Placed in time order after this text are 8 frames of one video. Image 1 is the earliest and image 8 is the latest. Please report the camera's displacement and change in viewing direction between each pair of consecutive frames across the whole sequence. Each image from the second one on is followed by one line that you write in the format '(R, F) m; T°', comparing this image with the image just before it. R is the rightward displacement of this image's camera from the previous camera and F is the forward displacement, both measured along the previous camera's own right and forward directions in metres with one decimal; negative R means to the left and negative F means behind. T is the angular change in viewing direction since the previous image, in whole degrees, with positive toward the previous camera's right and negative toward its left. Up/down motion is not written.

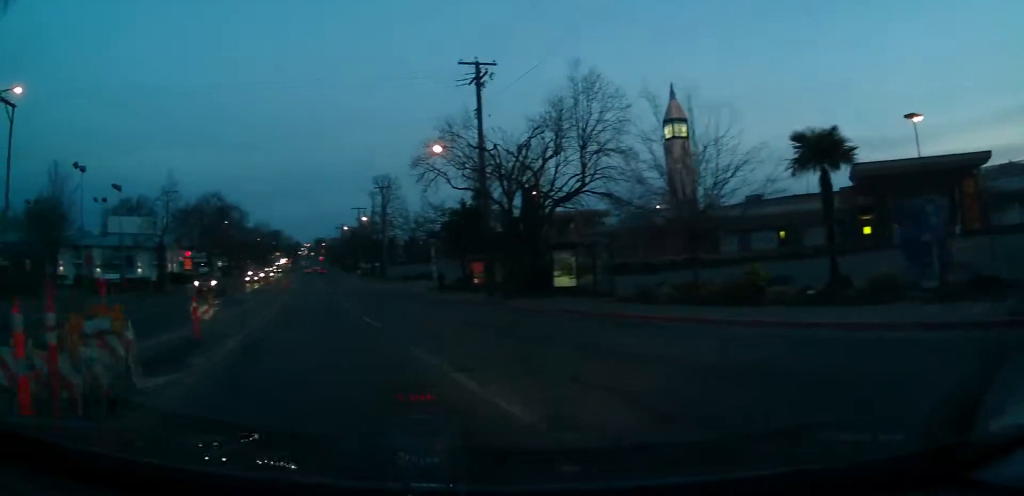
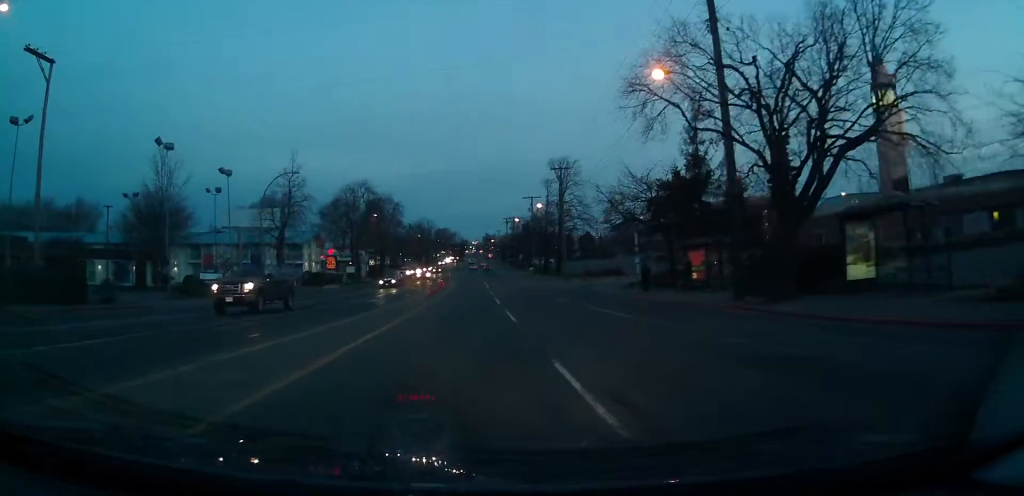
(-0.7, +10.7) m; -9°
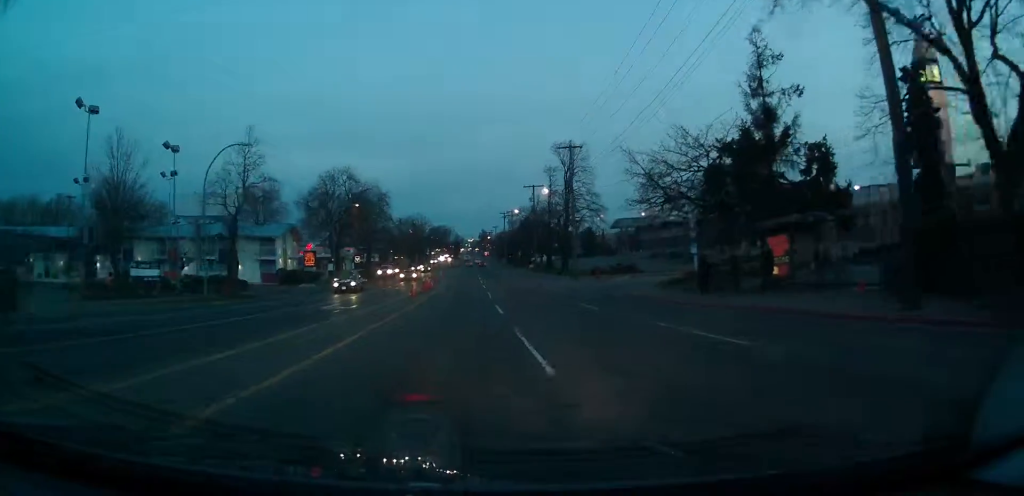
(-0.7, +9.8) m; -4°
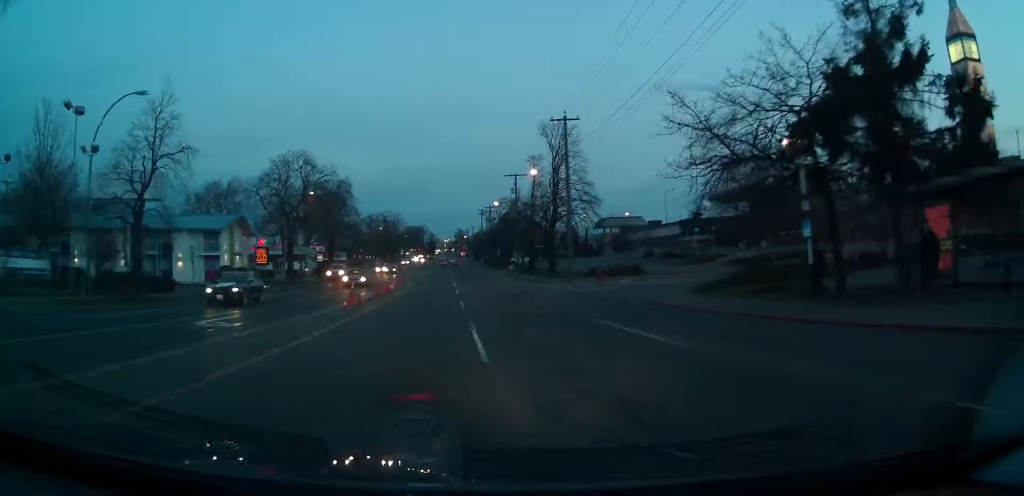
(-0.2, +10.3) m; -1°
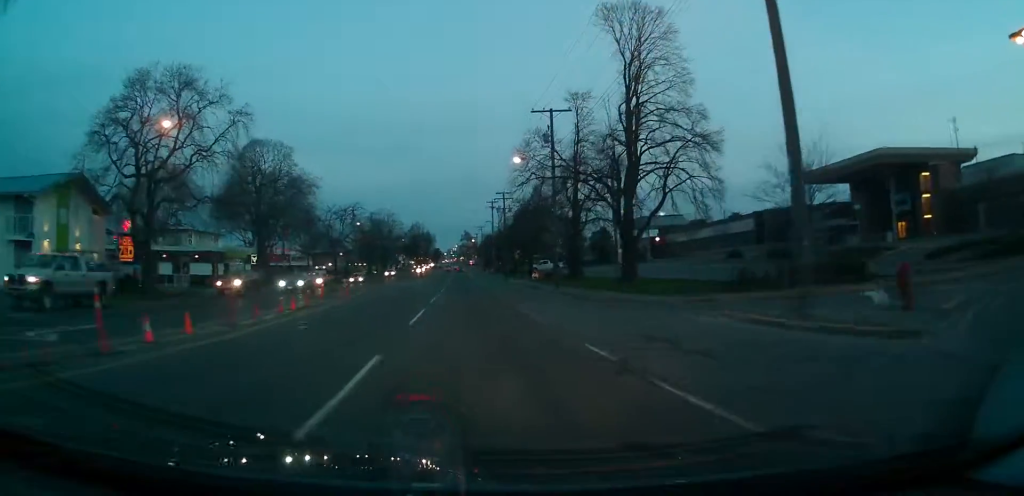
(+0.3, +30.8) m; 0°
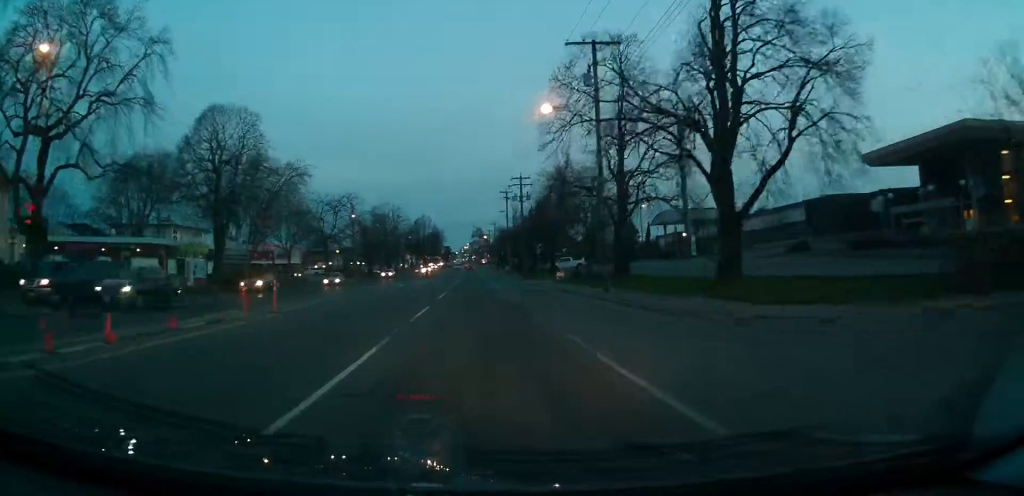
(0.0, +12.2) m; 0°
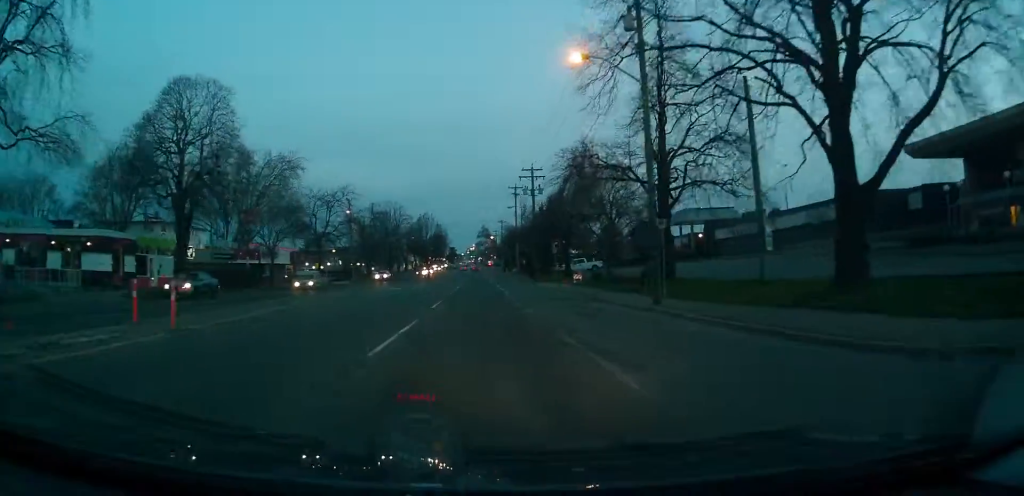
(0.0, +7.3) m; 0°
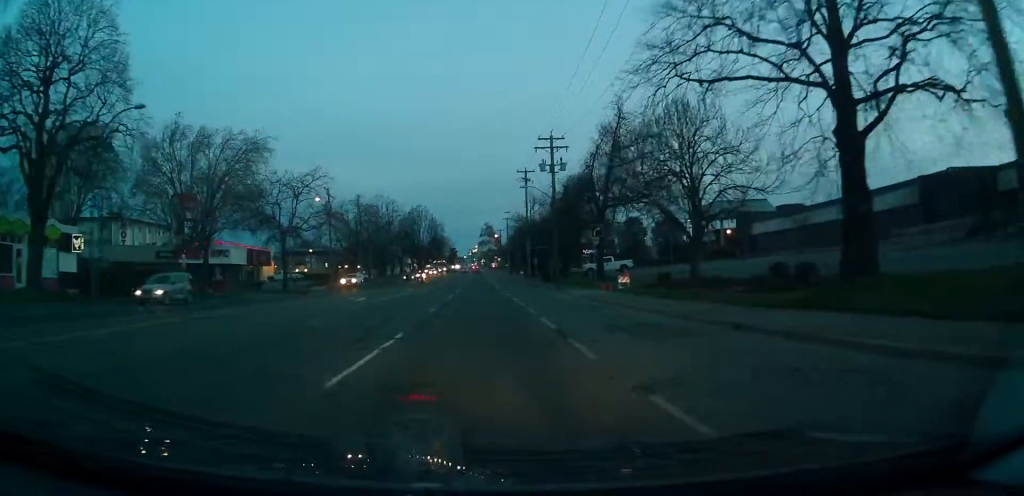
(-0.1, +18.3) m; -1°
